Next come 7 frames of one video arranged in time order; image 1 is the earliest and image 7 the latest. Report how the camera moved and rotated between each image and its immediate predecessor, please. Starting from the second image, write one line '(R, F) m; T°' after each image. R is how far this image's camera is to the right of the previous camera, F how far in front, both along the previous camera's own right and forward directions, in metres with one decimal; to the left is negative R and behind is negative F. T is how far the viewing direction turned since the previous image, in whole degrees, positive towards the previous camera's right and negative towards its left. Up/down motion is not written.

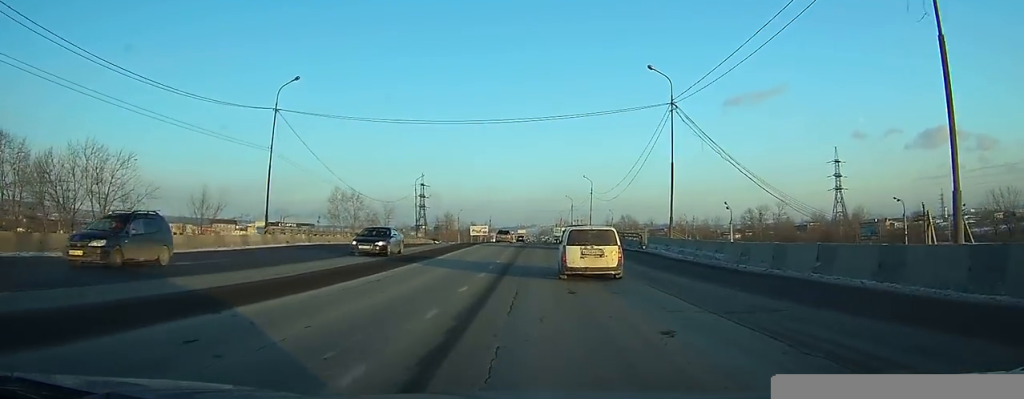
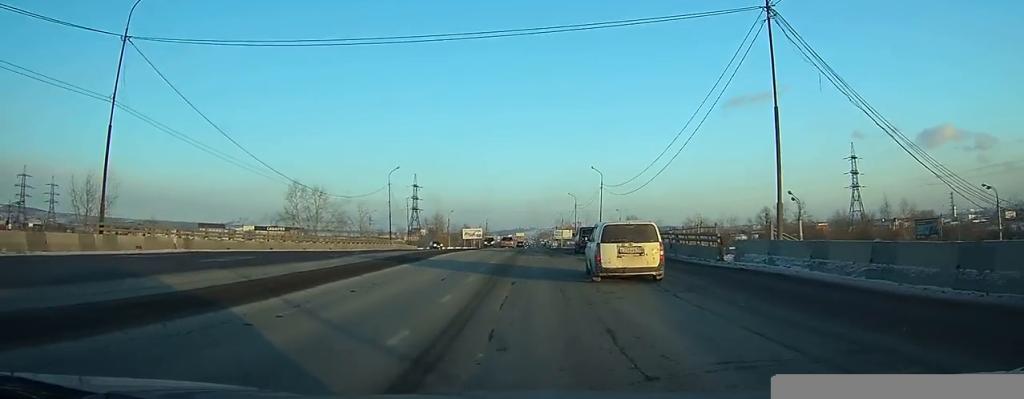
(+0.1, +18.8) m; 0°
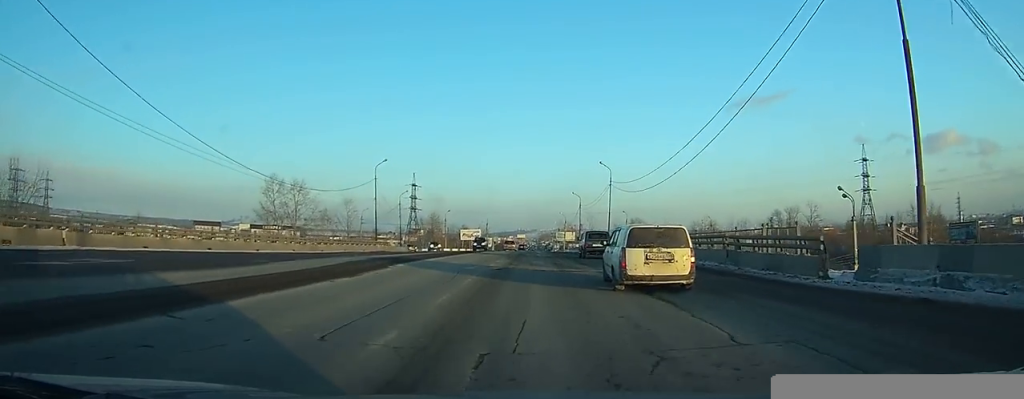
(0.0, +8.3) m; 0°
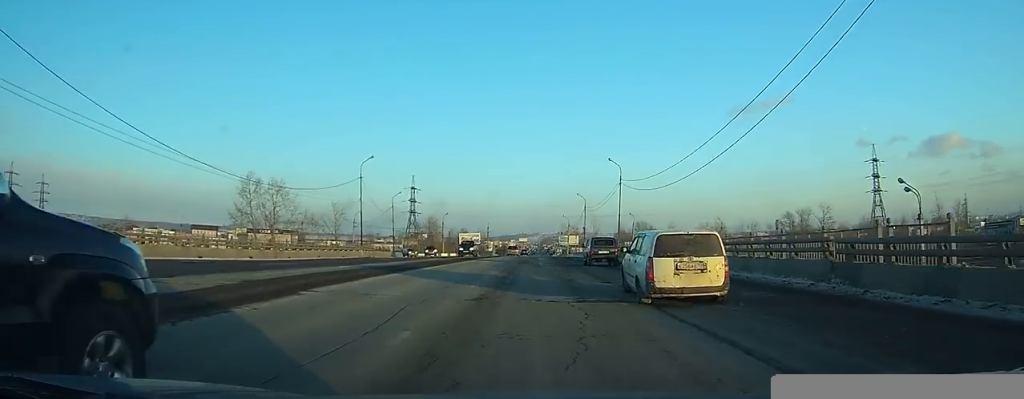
(0.0, +7.3) m; 0°
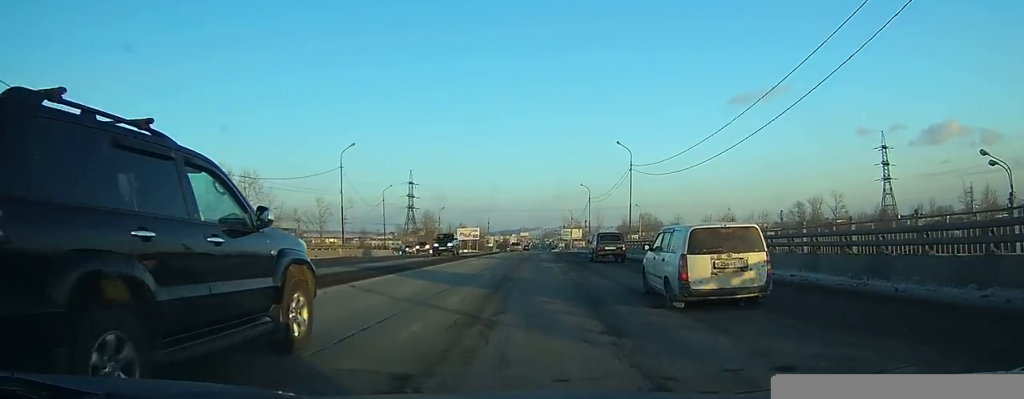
(0.0, +7.2) m; 0°
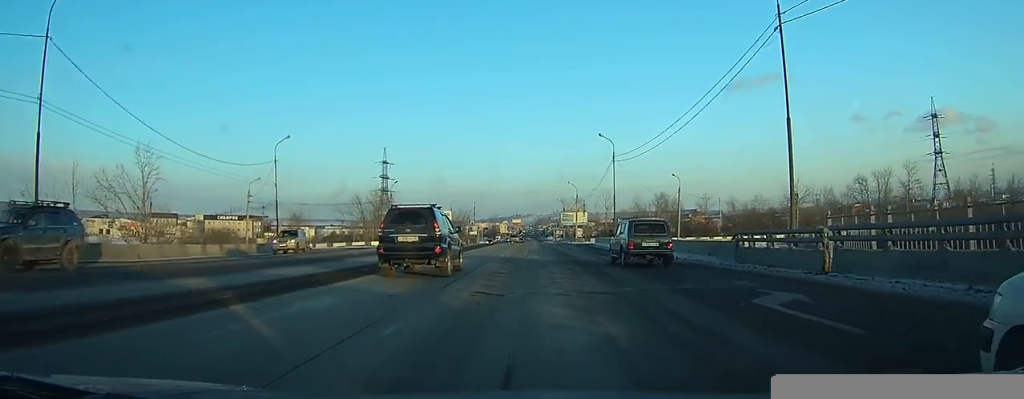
(-0.2, +39.0) m; 0°
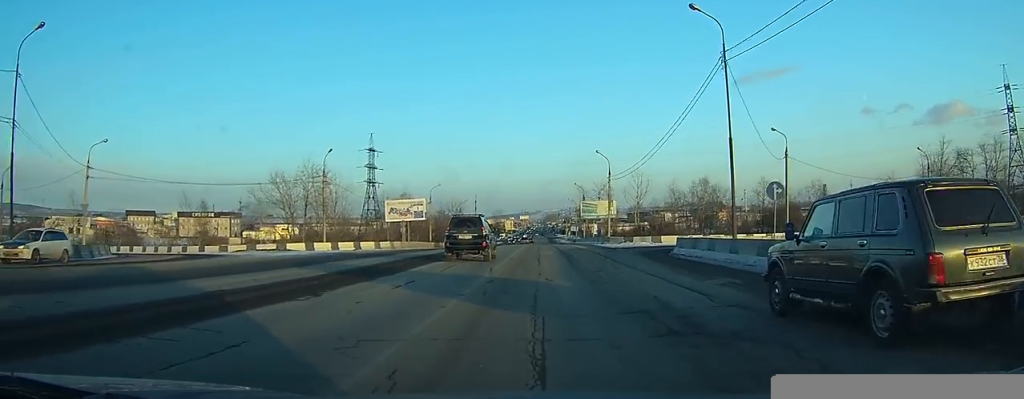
(-0.1, +34.8) m; 0°
